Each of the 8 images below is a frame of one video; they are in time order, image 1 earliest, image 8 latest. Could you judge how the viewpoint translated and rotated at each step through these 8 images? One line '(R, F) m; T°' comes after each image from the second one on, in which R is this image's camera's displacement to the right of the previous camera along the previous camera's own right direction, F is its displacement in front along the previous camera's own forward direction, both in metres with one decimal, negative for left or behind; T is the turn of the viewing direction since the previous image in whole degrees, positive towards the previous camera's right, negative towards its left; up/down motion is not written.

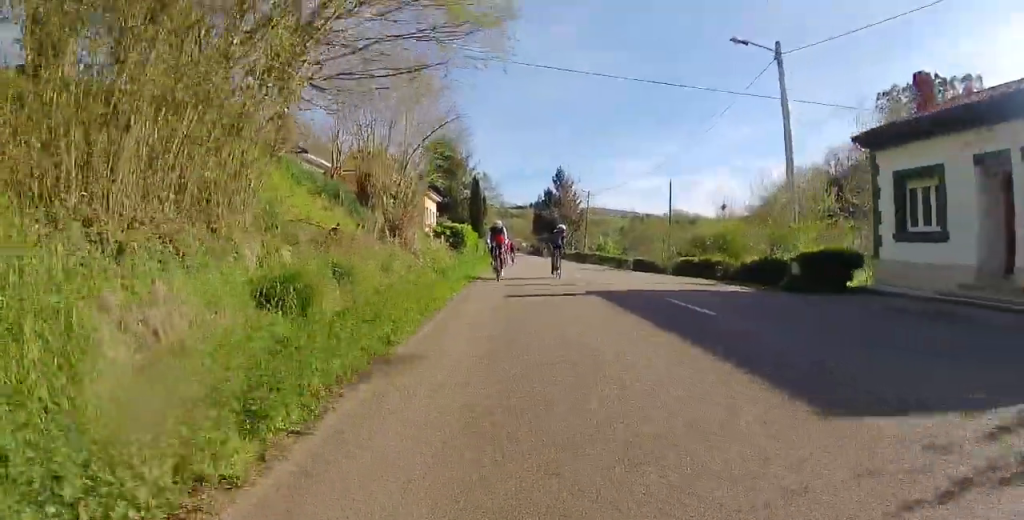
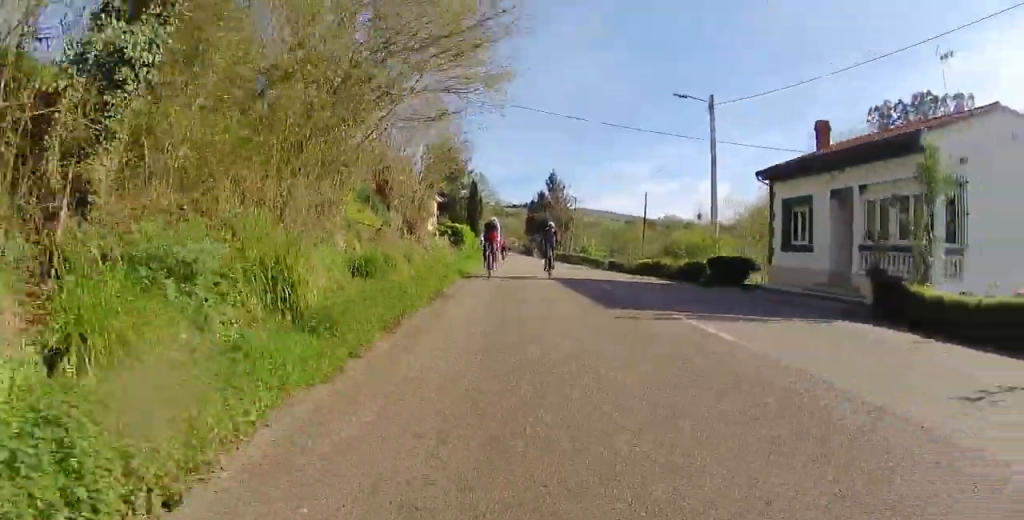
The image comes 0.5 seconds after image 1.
(0.0, +5.9) m; 0°
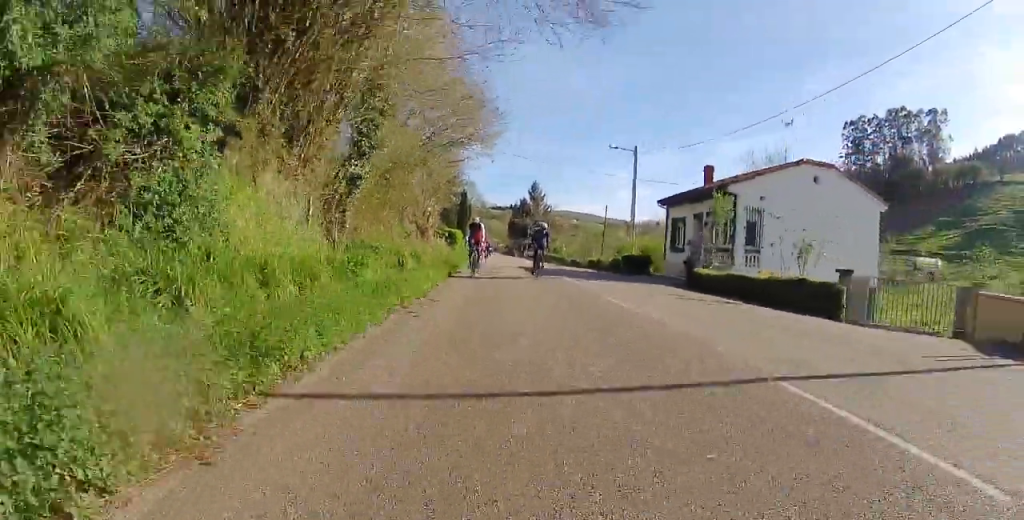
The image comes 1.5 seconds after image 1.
(0.0, +10.7) m; 0°
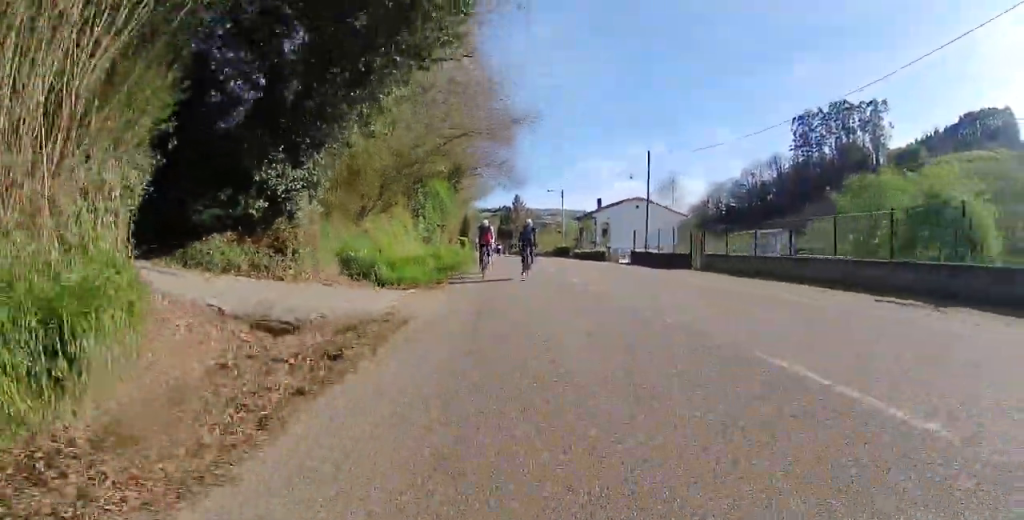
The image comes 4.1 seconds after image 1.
(0.0, +29.5) m; 0°
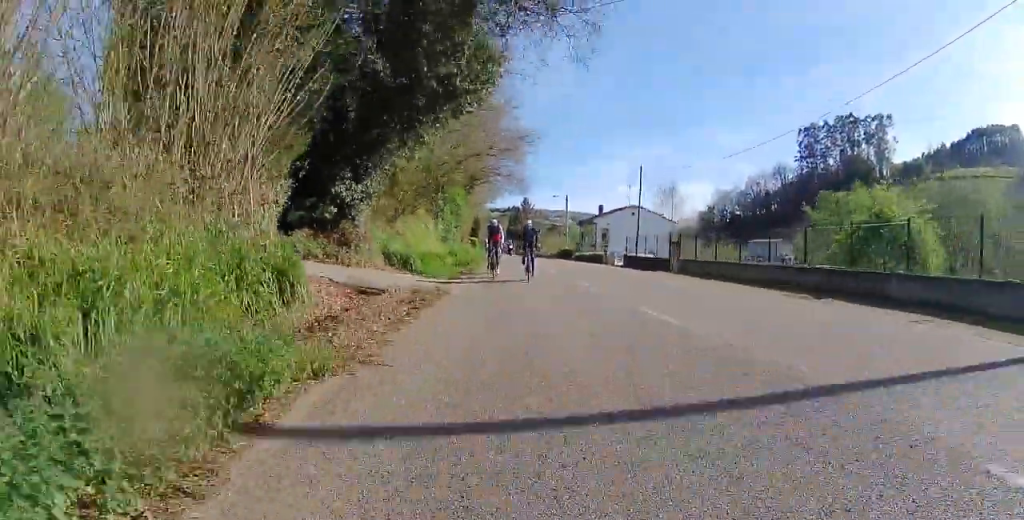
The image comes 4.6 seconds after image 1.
(0.0, +4.9) m; 0°
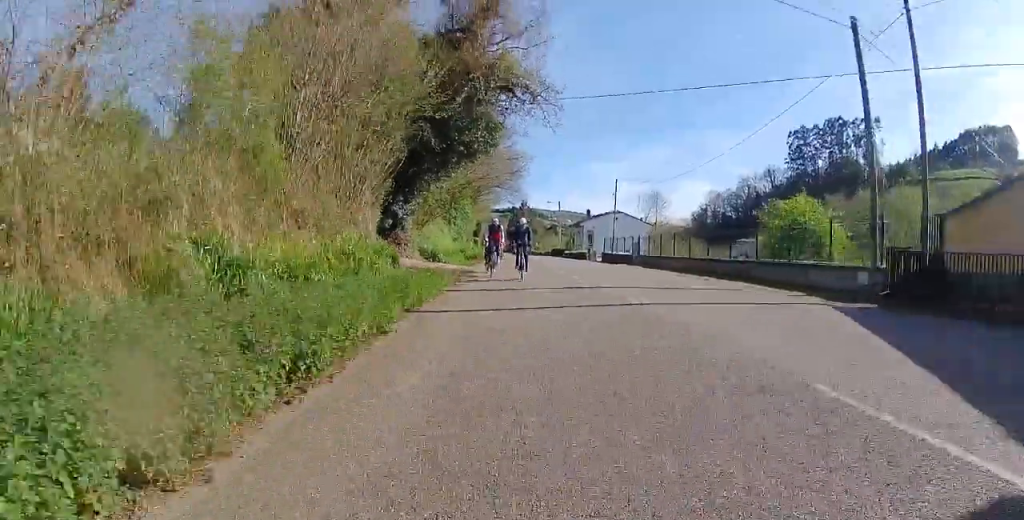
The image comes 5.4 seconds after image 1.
(0.0, +9.0) m; 0°
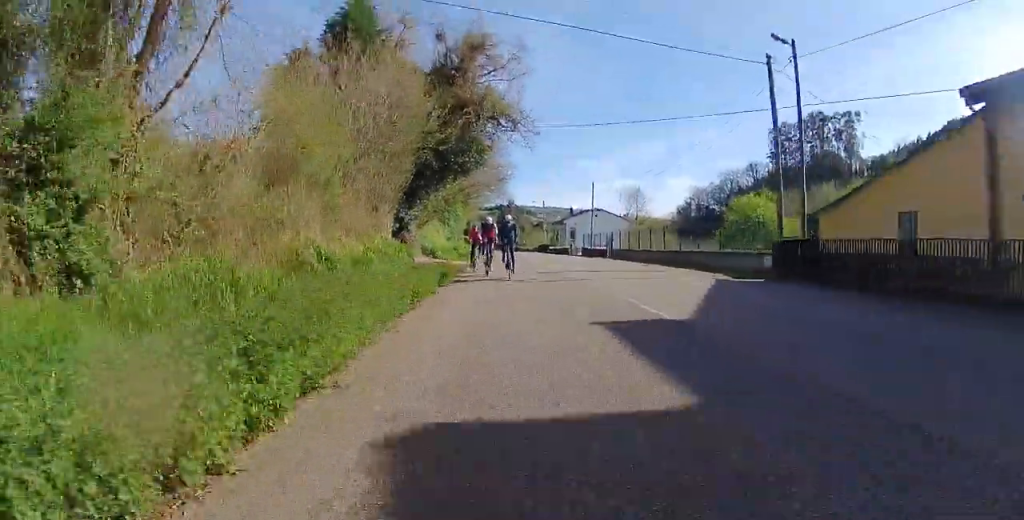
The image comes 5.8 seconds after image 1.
(0.0, +5.2) m; 0°
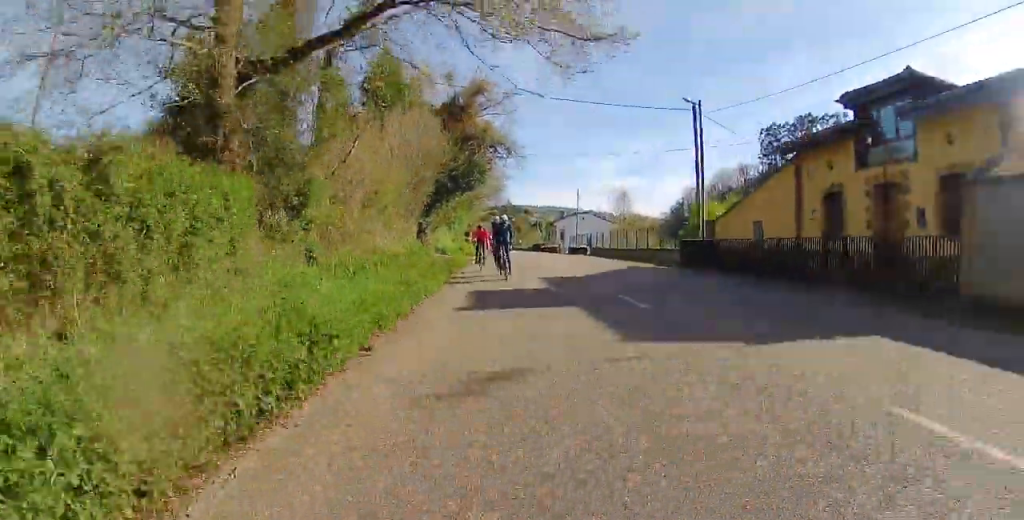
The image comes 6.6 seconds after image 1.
(0.0, +8.6) m; 0°
